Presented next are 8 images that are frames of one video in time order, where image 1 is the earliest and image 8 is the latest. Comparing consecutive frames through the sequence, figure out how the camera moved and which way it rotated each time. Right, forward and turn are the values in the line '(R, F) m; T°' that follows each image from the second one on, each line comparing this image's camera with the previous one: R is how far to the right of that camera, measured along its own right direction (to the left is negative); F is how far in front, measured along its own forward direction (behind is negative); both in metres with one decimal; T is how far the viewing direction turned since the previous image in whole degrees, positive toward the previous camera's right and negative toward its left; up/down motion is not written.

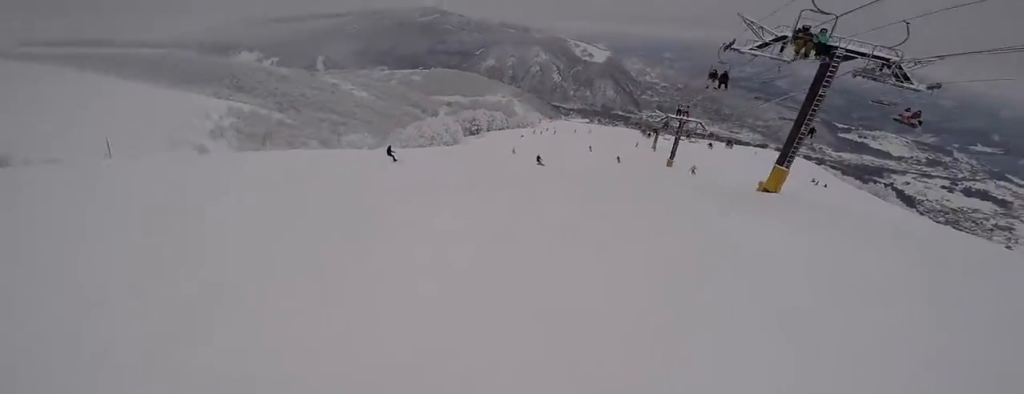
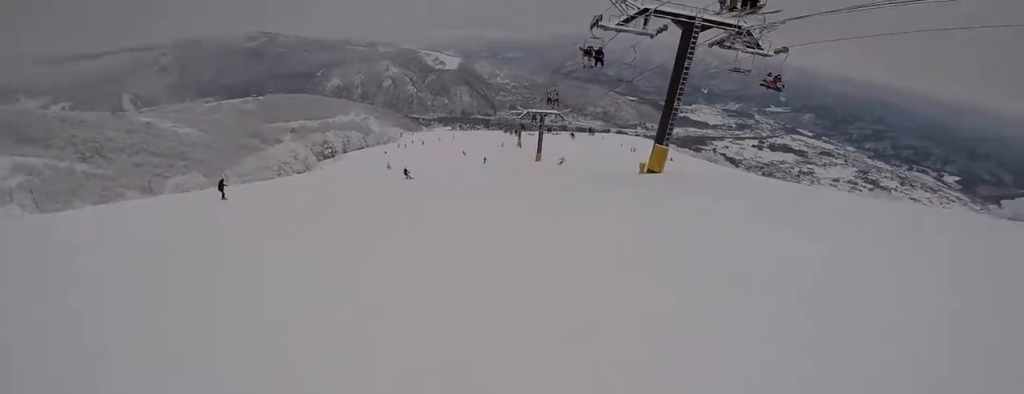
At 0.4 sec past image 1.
(+0.2, +3.4) m; +5°
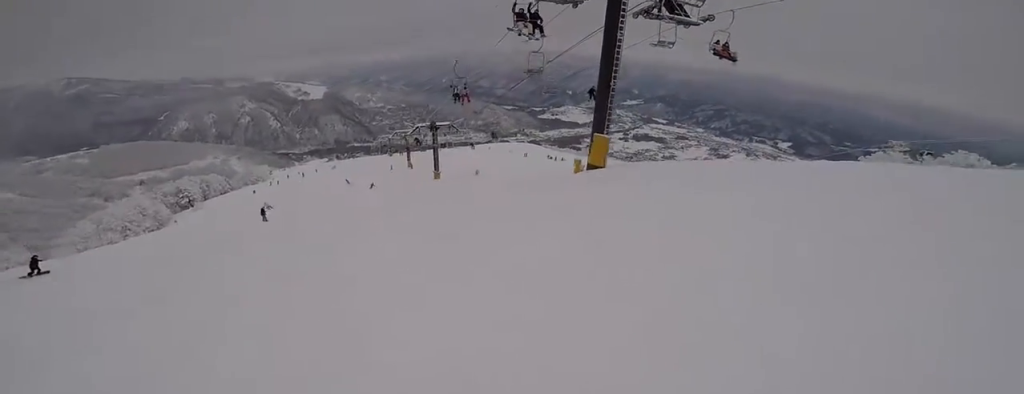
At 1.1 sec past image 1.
(+0.4, +5.5) m; +6°
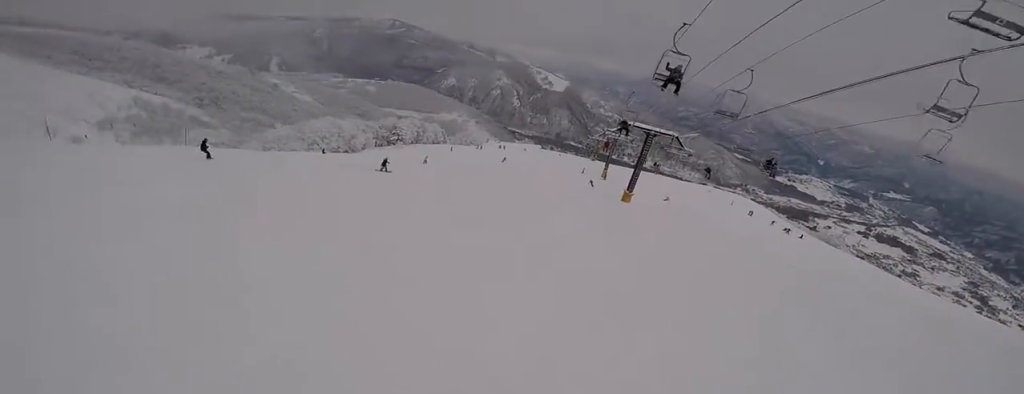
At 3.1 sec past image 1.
(-0.2, +19.3) m; -11°
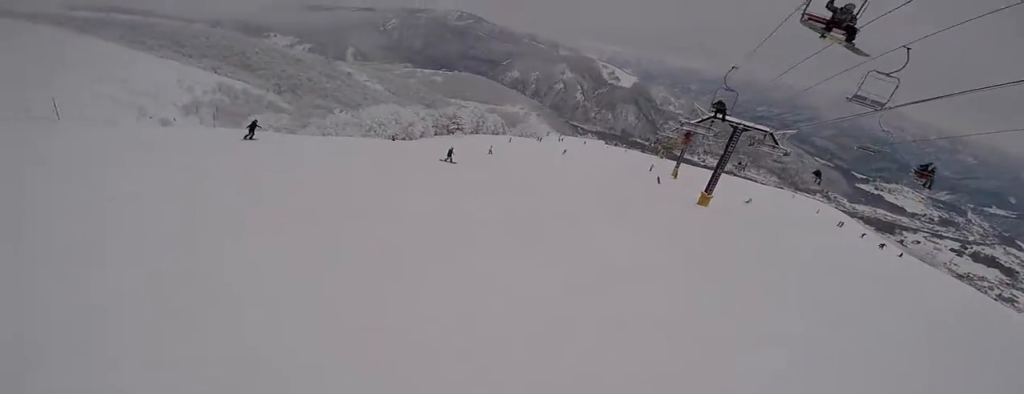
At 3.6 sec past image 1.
(-0.6, +5.0) m; -5°
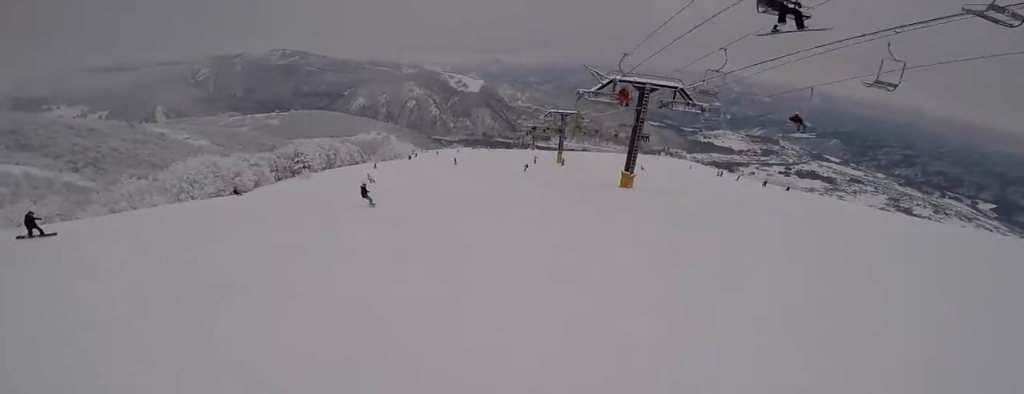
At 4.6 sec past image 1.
(-0.3, +11.0) m; +8°
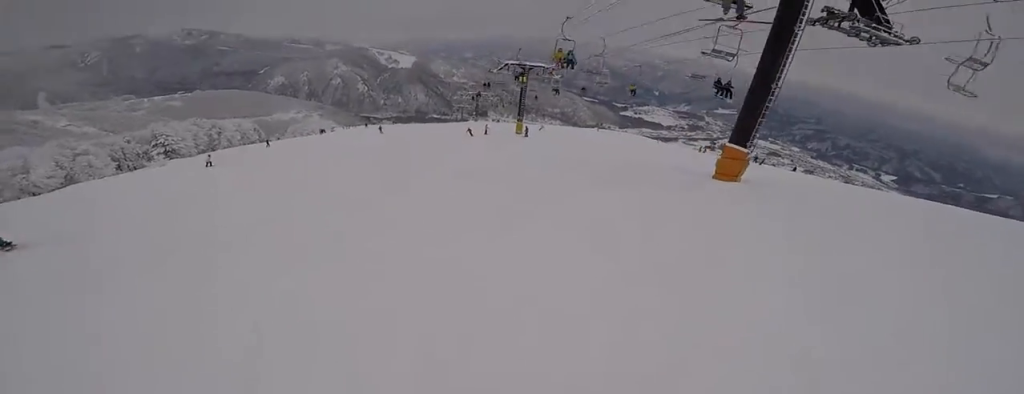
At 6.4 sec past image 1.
(+3.3, +20.0) m; +7°
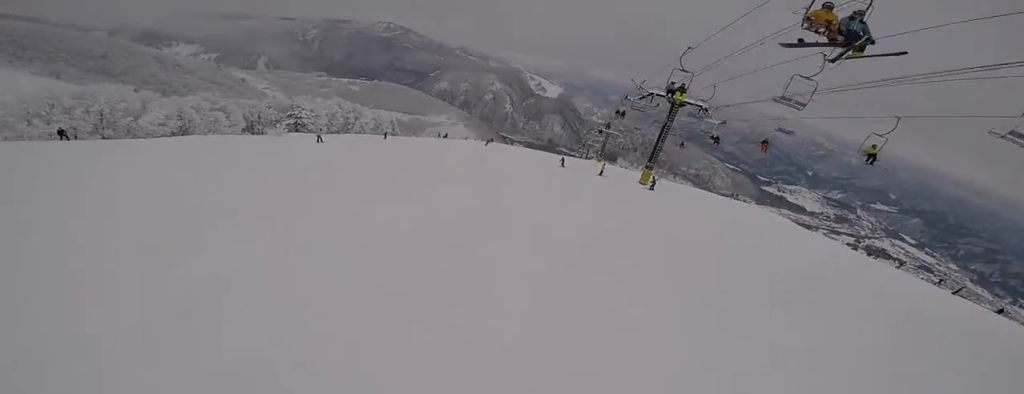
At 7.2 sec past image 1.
(-0.5, +10.7) m; -8°
